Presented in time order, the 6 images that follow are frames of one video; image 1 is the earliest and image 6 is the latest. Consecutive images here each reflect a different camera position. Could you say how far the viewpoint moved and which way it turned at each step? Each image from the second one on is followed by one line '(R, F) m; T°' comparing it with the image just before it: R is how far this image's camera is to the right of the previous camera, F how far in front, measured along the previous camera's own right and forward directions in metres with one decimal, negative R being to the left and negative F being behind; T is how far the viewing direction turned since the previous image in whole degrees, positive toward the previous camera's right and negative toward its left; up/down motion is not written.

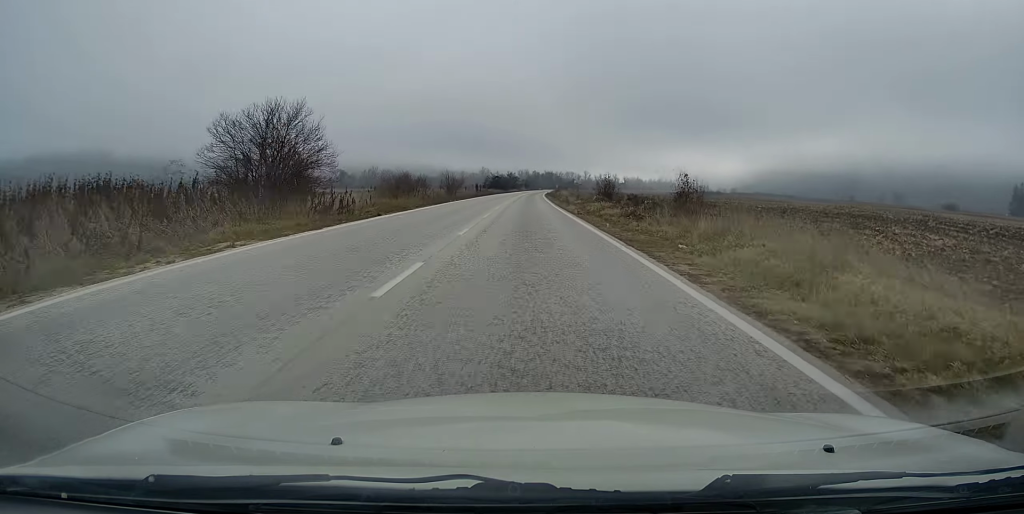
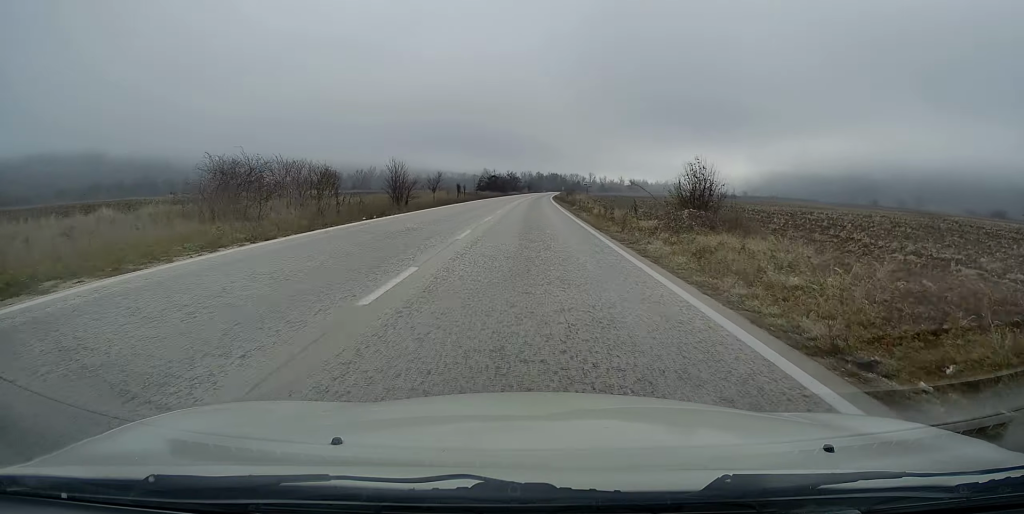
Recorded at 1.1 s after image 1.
(0.0, +28.1) m; 0°
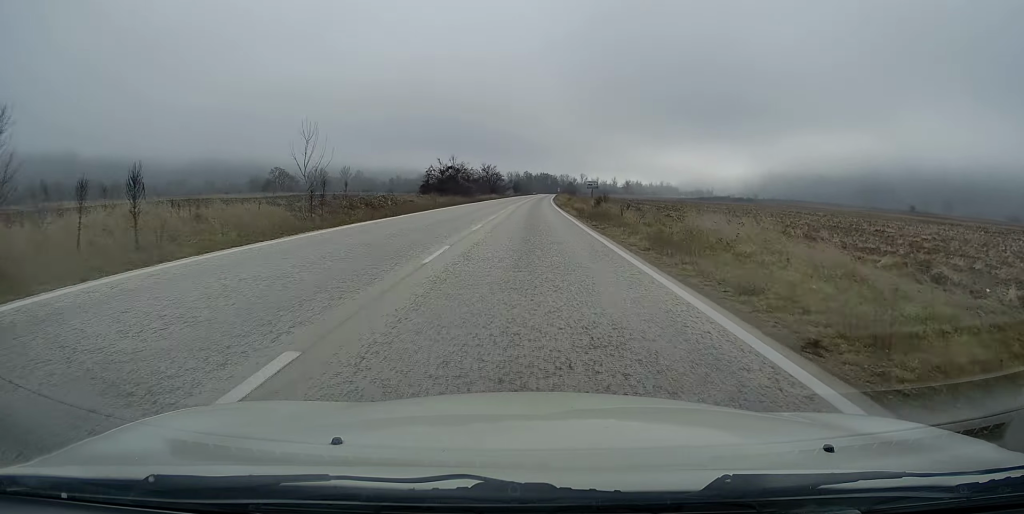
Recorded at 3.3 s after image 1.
(+0.4, +59.1) m; +1°
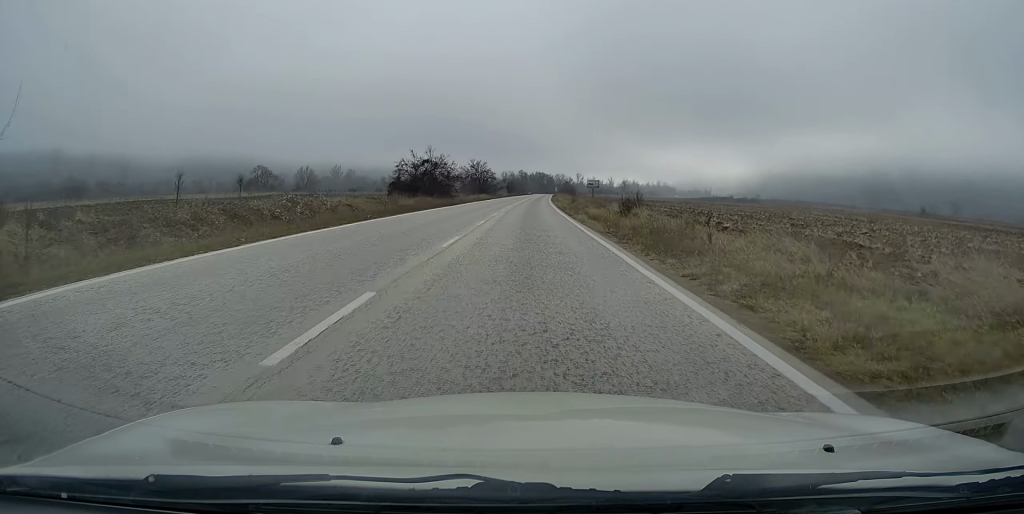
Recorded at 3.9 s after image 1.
(0.0, +15.0) m; 0°
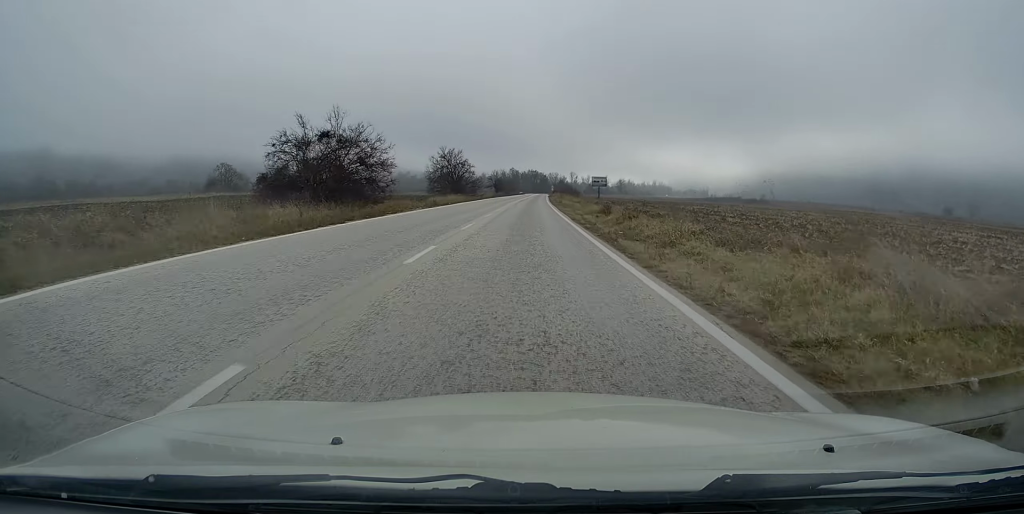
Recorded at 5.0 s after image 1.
(+0.1, +29.9) m; +1°
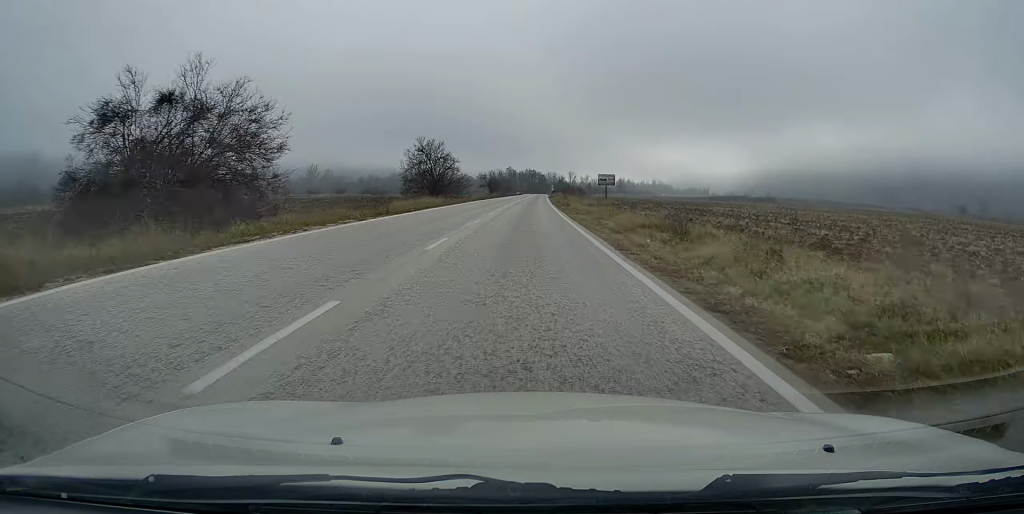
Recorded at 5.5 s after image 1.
(+0.1, +15.7) m; 0°
